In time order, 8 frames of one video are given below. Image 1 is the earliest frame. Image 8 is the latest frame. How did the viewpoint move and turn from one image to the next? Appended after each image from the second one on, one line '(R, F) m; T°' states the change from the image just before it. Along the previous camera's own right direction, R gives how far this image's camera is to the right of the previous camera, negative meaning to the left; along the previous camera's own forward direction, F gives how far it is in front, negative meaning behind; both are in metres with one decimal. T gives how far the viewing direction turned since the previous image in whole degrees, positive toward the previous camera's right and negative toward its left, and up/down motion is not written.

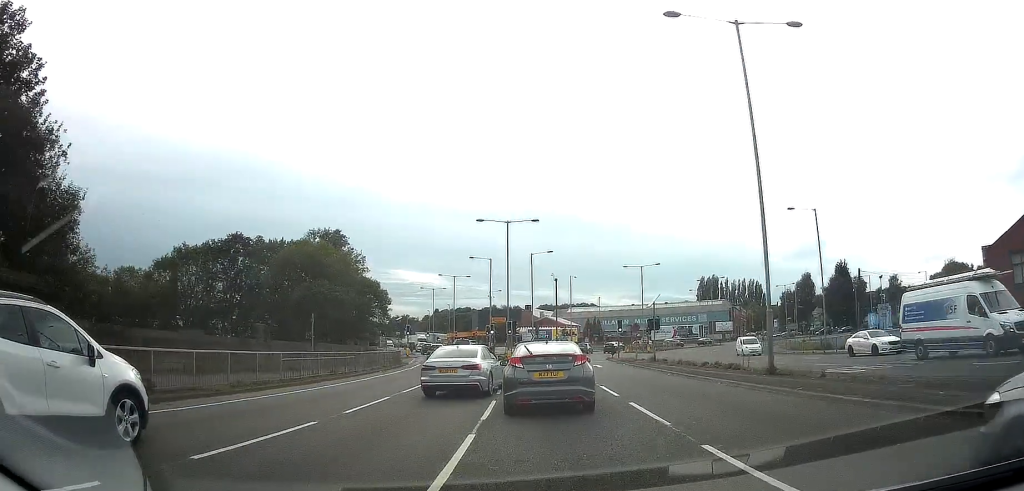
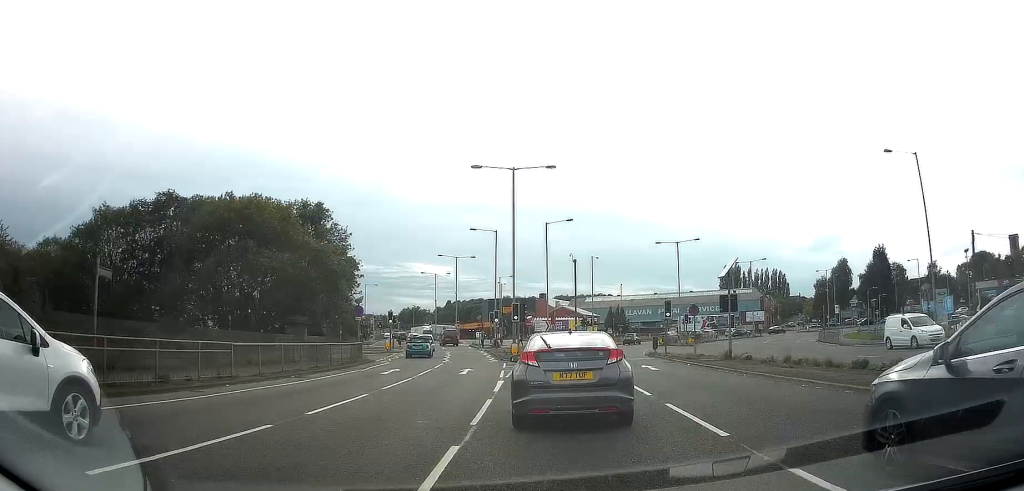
(-0.1, +12.6) m; -2°
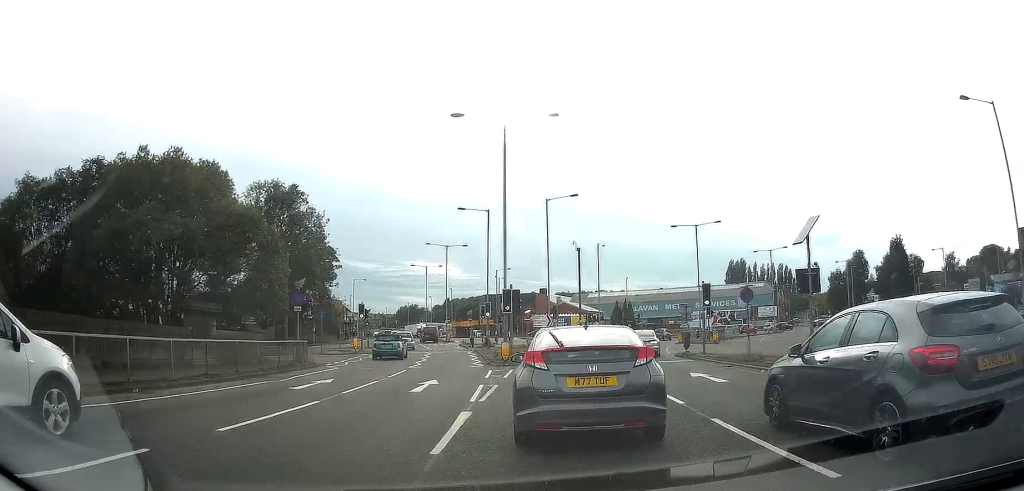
(-0.3, +8.8) m; -1°
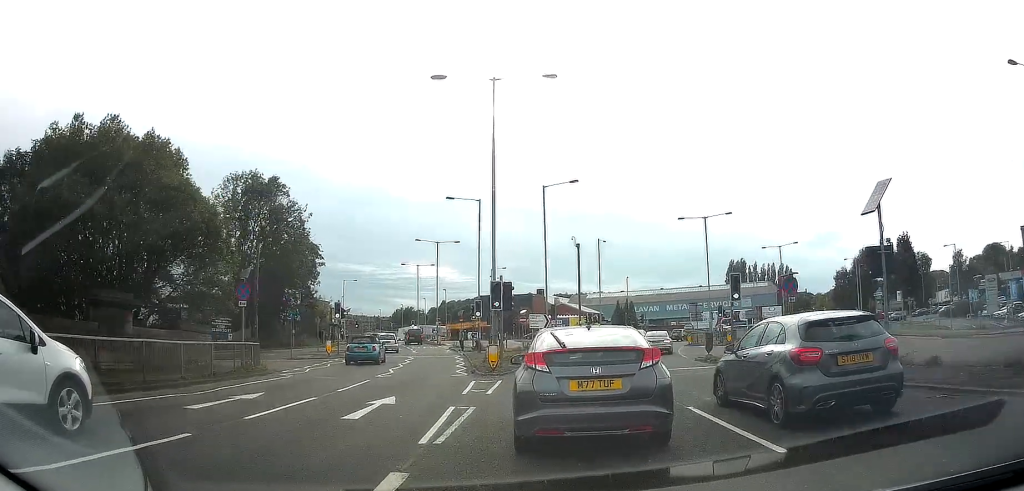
(0.0, +5.4) m; +1°
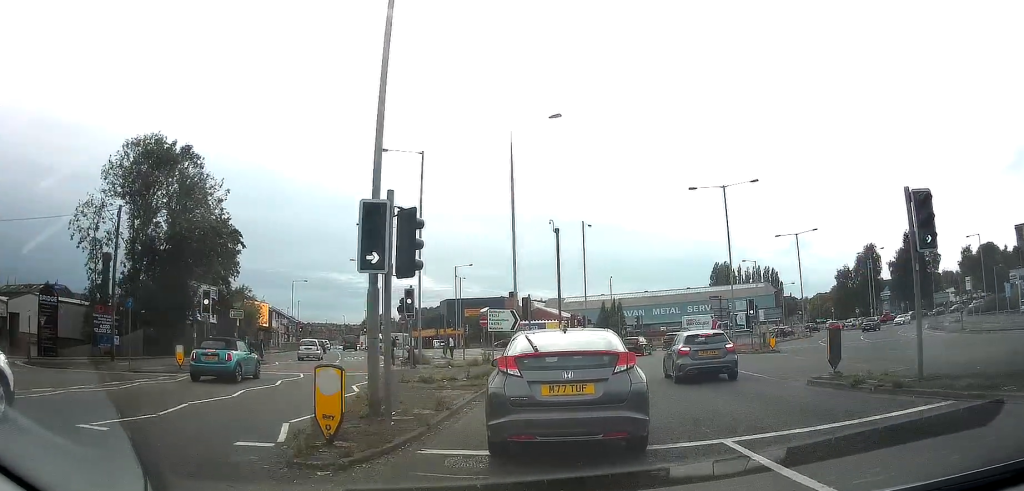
(+0.7, +15.5) m; +5°
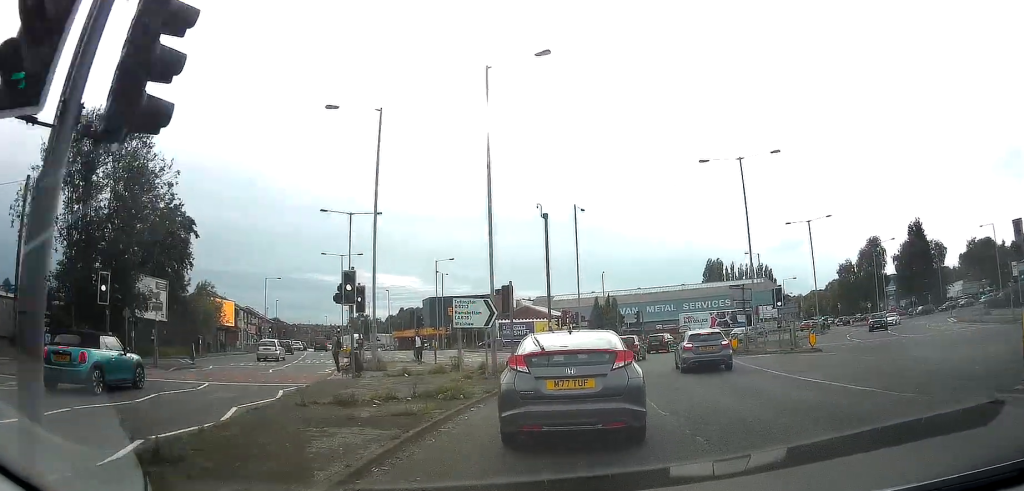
(+0.4, +7.2) m; 0°
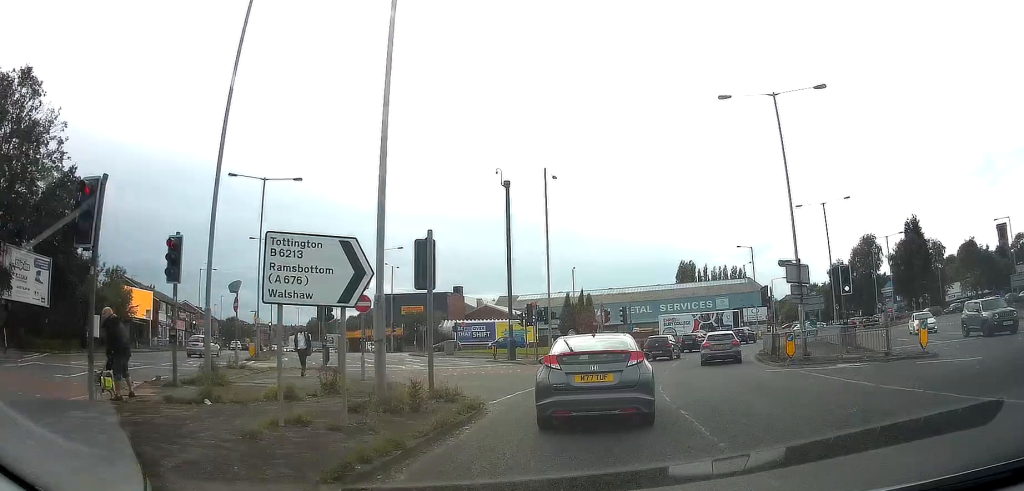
(-0.2, +12.0) m; +3°
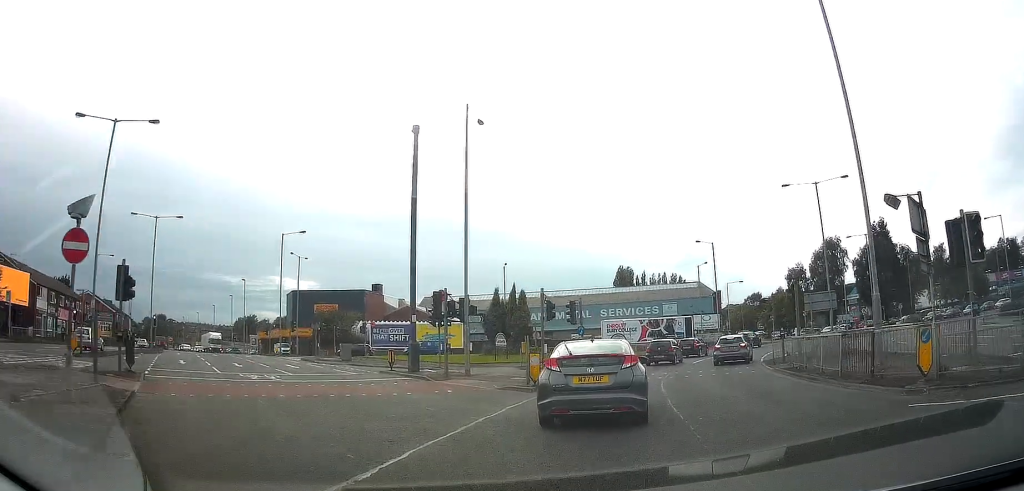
(+0.7, +10.8) m; +7°
